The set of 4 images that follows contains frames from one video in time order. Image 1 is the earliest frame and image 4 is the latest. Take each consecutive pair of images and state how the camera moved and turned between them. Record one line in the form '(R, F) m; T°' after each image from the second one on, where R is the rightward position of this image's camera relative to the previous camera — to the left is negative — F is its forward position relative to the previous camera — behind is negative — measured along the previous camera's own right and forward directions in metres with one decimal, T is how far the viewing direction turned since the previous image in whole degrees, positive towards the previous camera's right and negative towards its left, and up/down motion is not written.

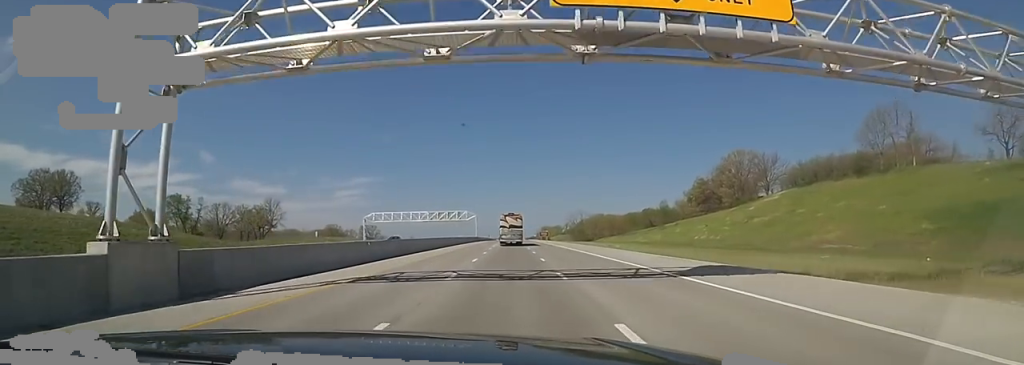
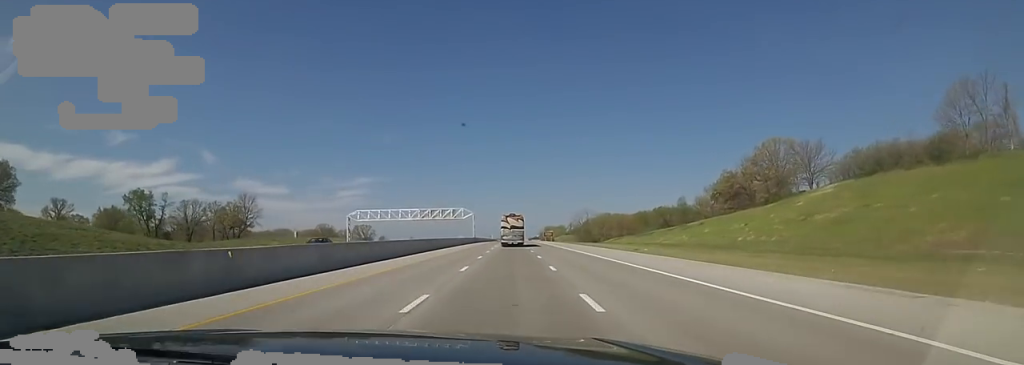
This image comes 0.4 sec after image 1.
(0.0, +15.4) m; 0°
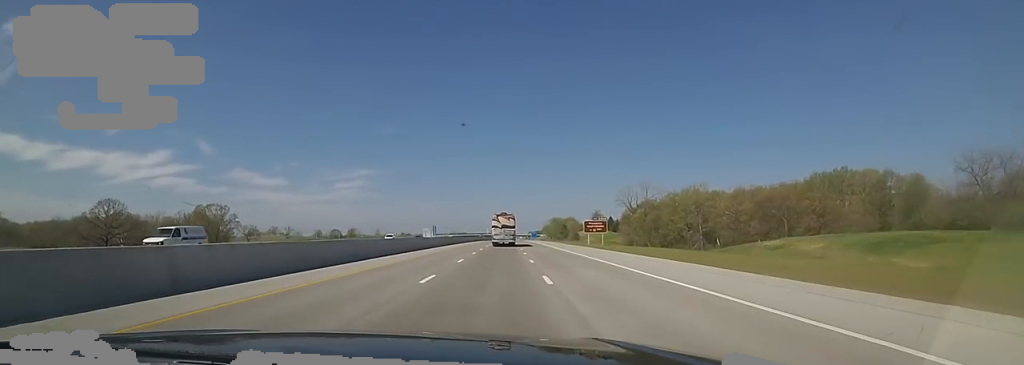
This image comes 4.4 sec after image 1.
(-3.4, +139.3) m; -2°
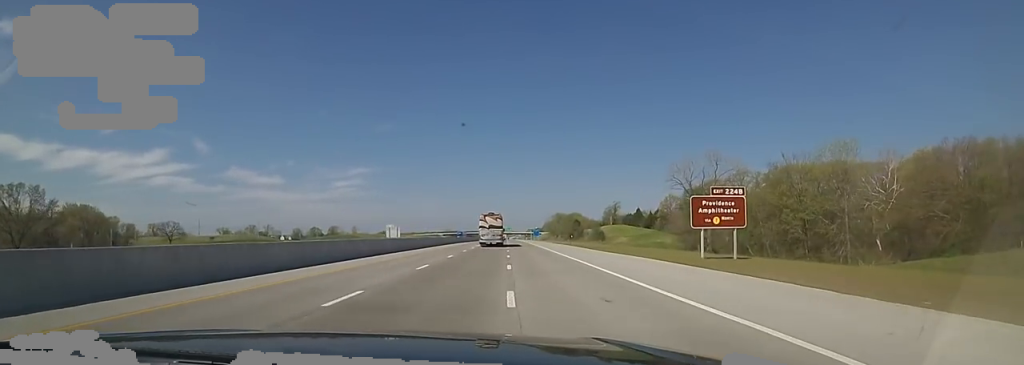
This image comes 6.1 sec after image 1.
(+2.1, +62.3) m; +2°
